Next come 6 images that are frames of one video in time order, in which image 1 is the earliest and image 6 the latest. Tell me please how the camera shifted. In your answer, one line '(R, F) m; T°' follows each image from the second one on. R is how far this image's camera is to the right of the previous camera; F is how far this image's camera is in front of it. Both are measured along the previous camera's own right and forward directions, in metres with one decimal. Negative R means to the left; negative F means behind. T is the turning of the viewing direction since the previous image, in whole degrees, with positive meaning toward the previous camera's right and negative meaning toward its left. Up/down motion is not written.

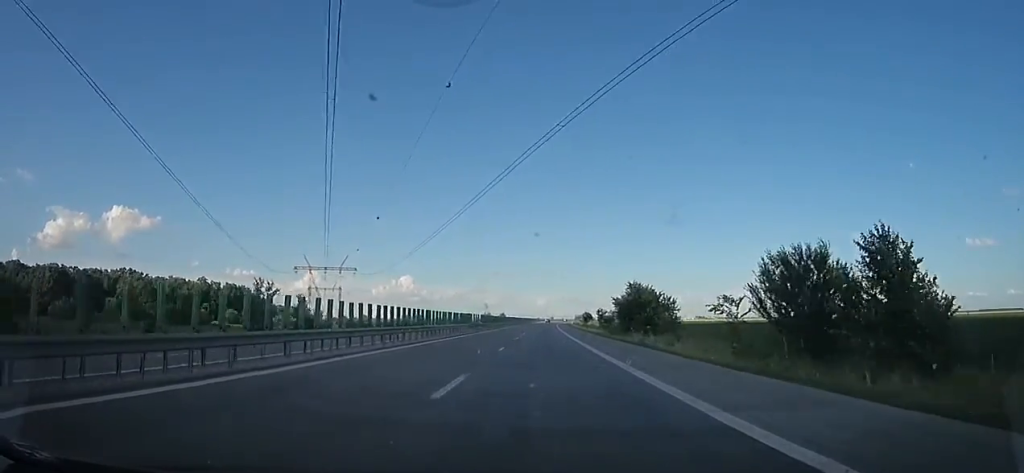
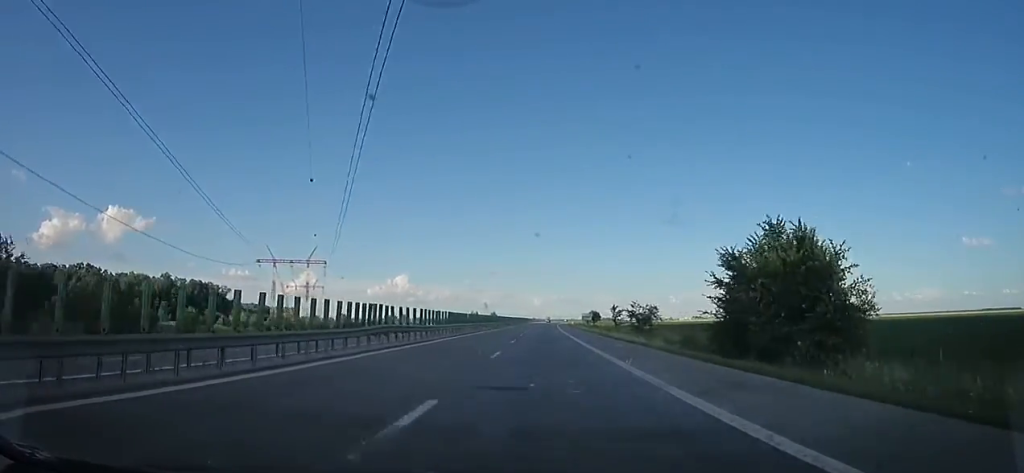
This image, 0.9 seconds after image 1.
(-0.5, +27.5) m; +1°
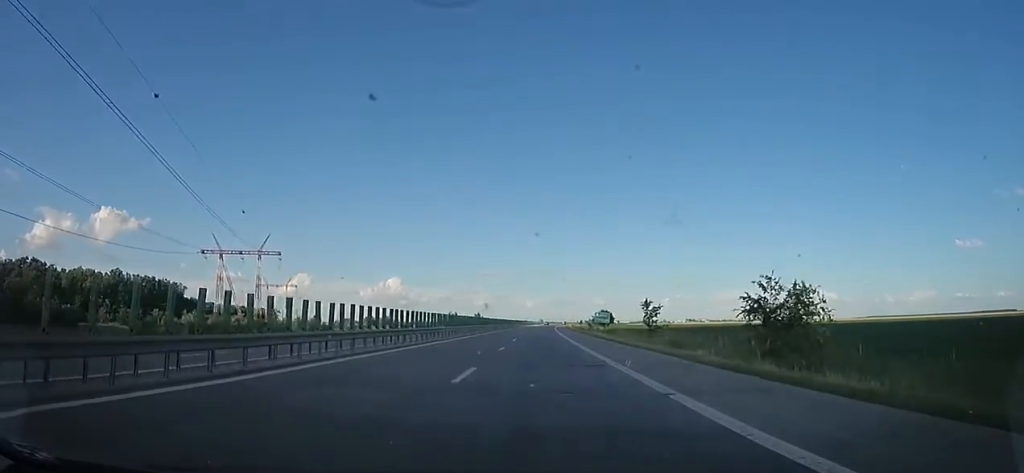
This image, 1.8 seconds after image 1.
(+1.0, +30.2) m; +2°
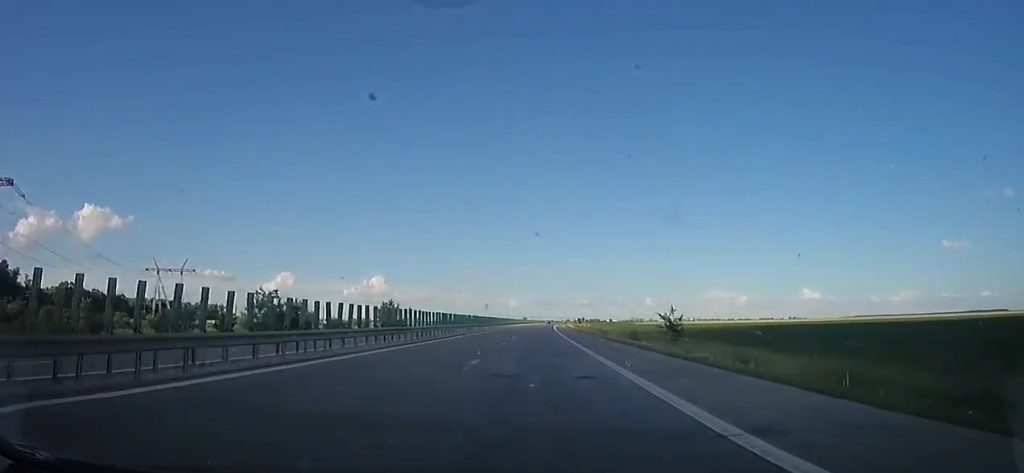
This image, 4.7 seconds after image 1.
(+0.2, +93.1) m; +3°
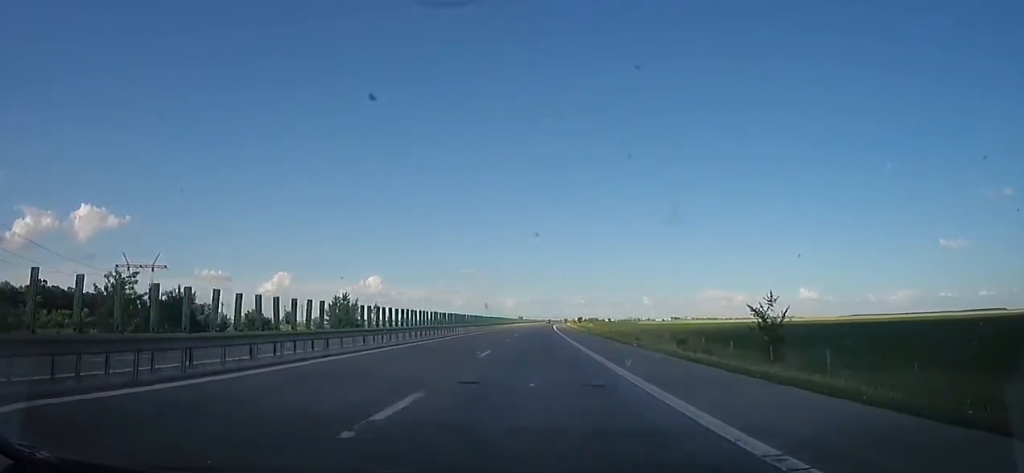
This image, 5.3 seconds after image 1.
(+0.9, +19.4) m; 0°
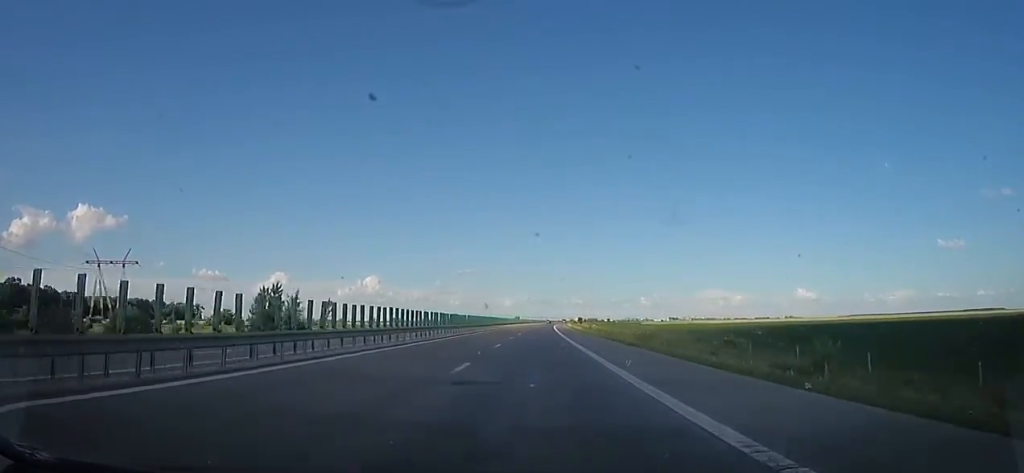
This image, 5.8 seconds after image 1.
(+0.2, +17.8) m; 0°
